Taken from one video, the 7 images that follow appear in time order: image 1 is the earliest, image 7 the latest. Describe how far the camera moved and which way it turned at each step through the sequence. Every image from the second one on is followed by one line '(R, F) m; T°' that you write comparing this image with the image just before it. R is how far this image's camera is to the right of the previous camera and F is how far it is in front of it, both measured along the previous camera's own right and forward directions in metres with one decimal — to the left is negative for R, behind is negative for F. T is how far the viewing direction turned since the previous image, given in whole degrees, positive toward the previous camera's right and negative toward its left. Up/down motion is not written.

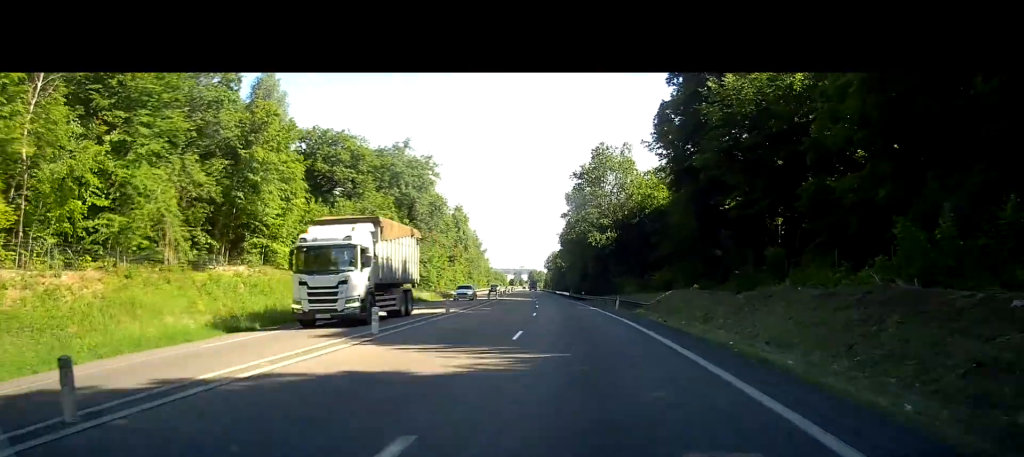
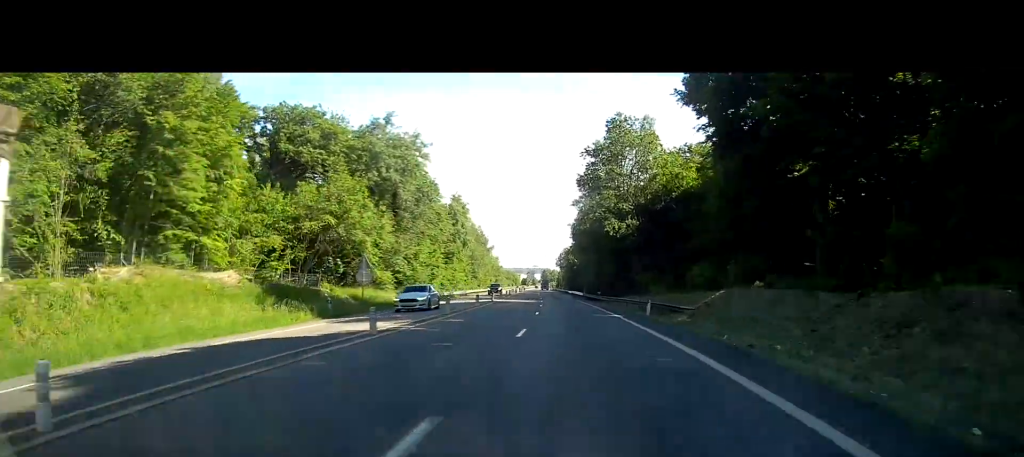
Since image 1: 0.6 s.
(-0.1, +12.8) m; -1°
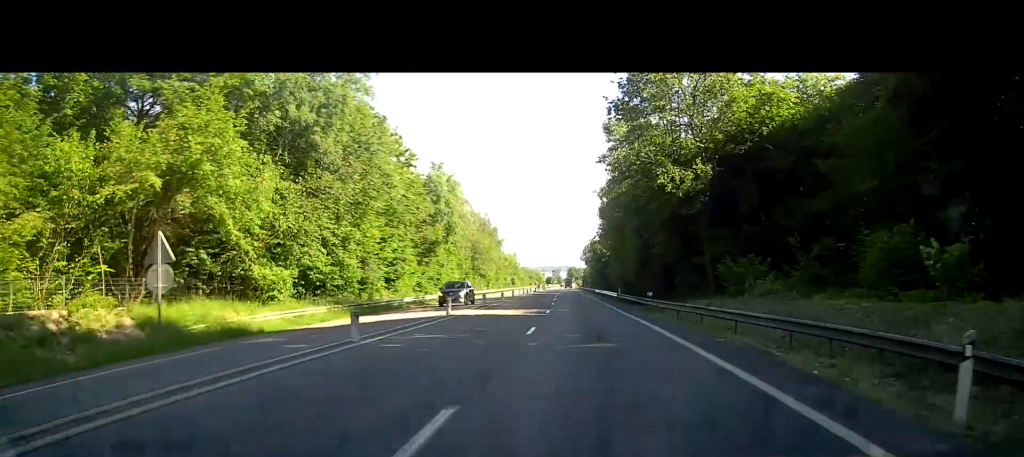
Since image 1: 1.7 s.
(-0.3, +26.6) m; -1°
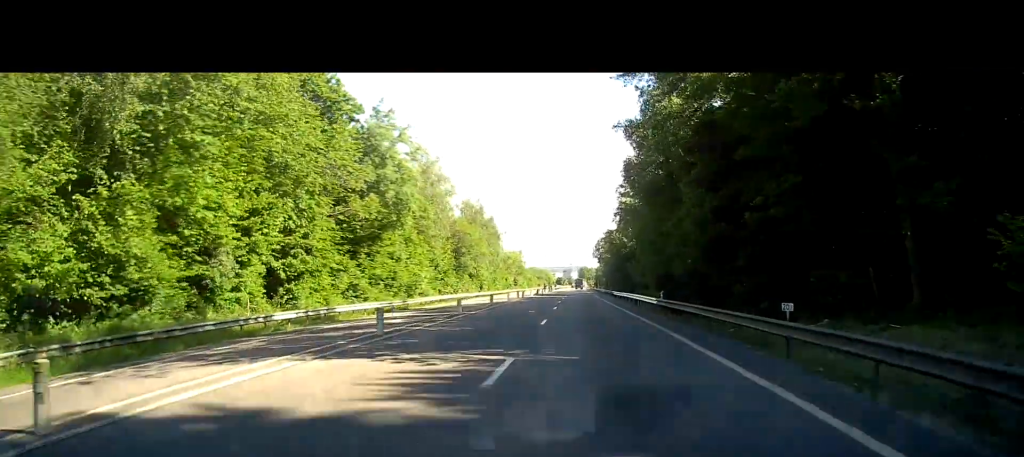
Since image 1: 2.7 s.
(-0.1, +22.2) m; 0°
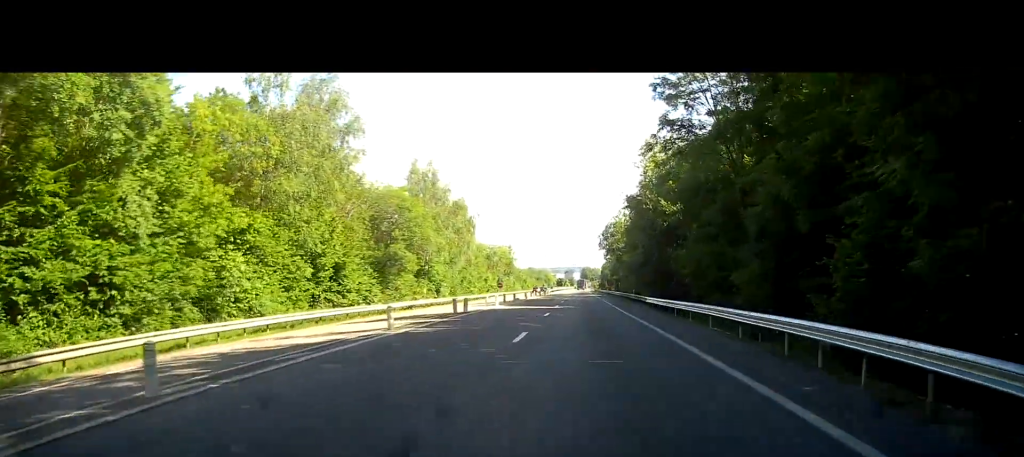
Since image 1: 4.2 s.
(-0.2, +34.0) m; -1°
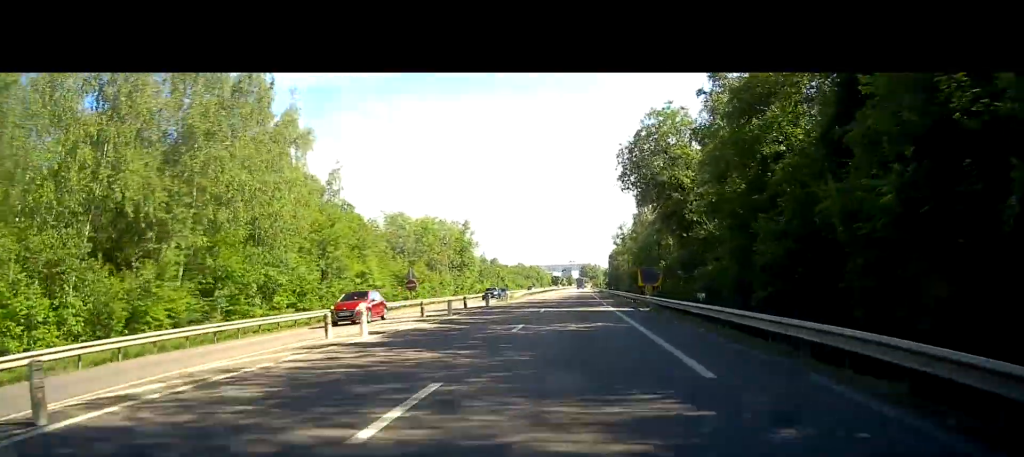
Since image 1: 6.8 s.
(-0.8, +61.9) m; -1°
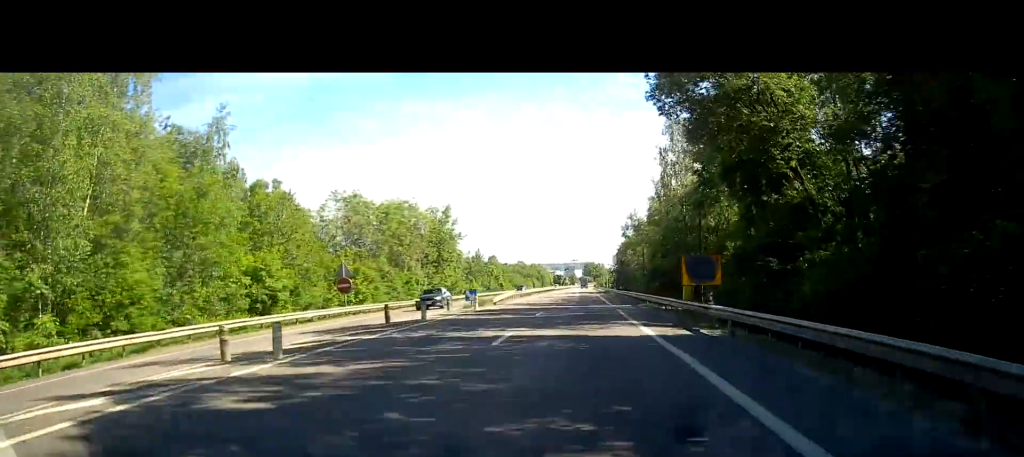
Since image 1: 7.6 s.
(-0.1, +17.6) m; 0°
